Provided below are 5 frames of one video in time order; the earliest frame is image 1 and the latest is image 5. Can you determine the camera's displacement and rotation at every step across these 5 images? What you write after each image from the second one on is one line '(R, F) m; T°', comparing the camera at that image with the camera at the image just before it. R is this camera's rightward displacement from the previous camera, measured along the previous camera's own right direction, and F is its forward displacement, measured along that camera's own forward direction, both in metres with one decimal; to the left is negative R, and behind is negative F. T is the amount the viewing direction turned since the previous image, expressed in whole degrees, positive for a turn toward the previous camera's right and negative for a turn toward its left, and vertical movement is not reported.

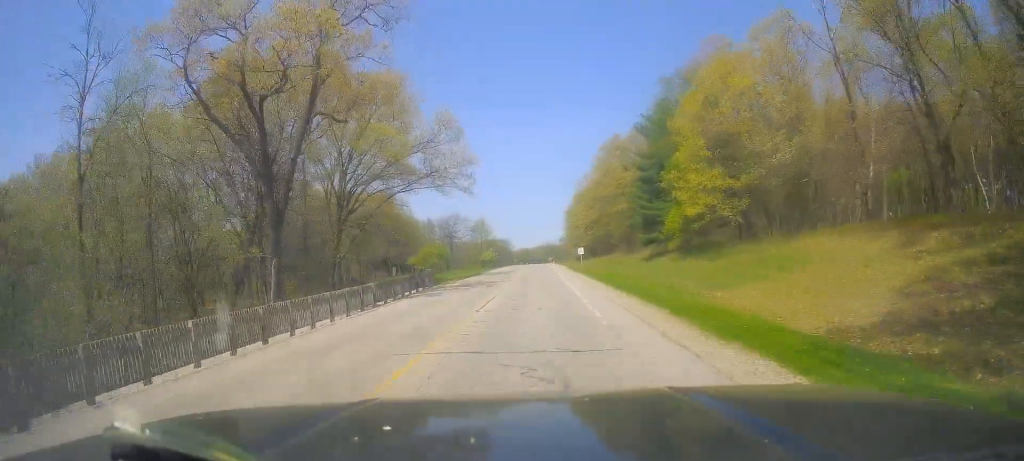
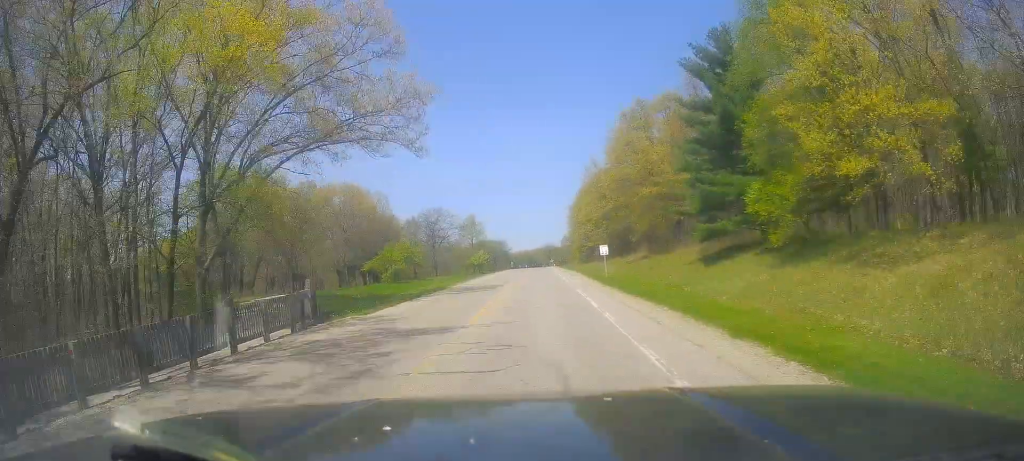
(-0.2, +24.6) m; 0°
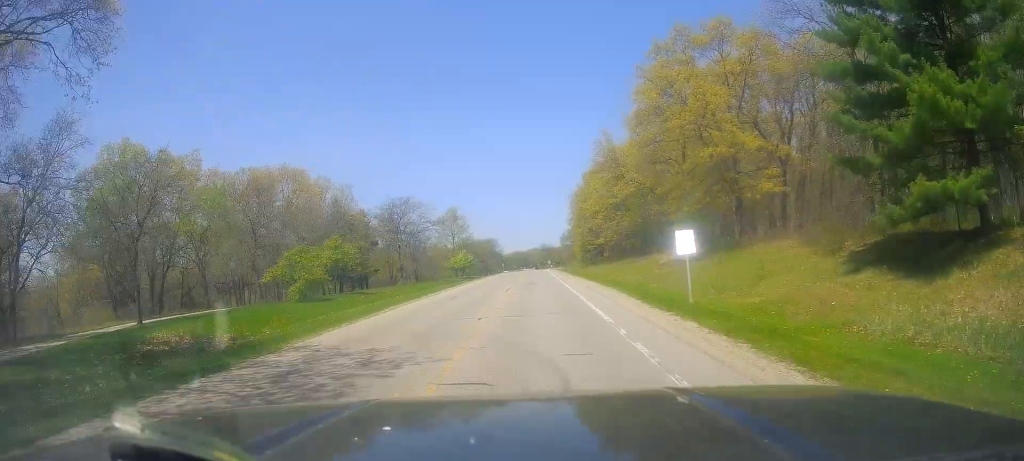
(+1.1, +25.9) m; +2°
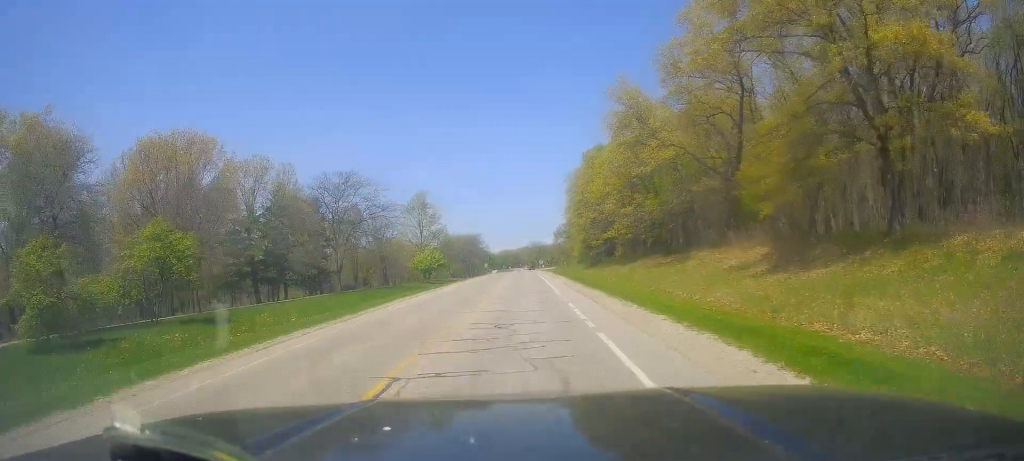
(-1.0, +25.9) m; 0°
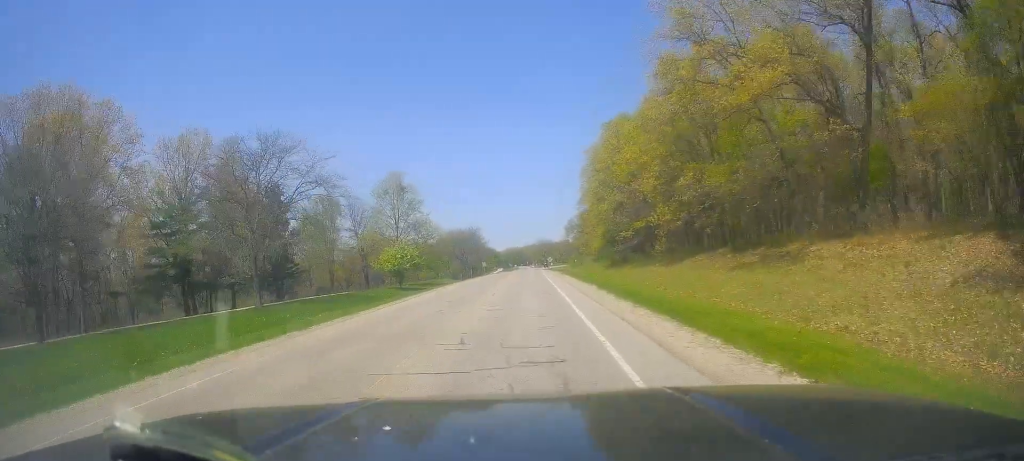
(+1.0, +21.7) m; +1°
